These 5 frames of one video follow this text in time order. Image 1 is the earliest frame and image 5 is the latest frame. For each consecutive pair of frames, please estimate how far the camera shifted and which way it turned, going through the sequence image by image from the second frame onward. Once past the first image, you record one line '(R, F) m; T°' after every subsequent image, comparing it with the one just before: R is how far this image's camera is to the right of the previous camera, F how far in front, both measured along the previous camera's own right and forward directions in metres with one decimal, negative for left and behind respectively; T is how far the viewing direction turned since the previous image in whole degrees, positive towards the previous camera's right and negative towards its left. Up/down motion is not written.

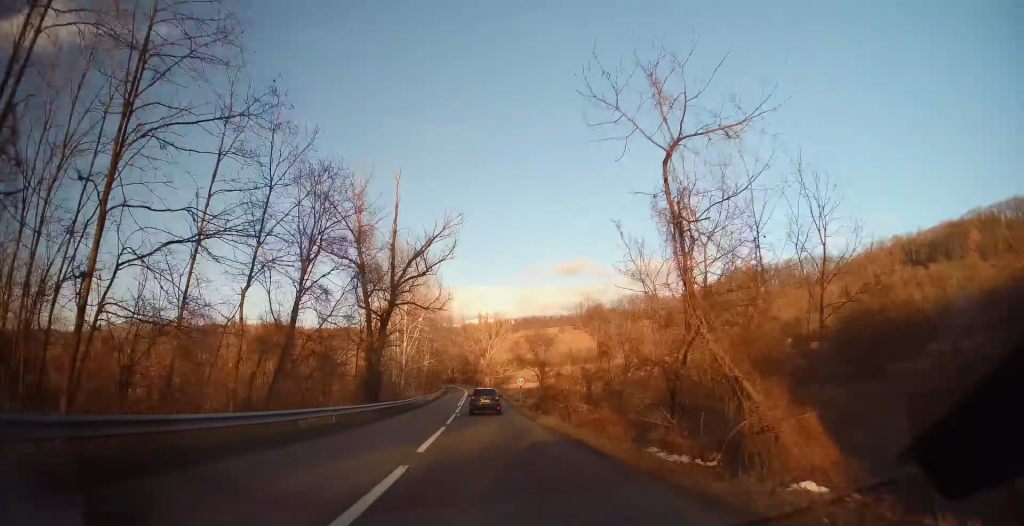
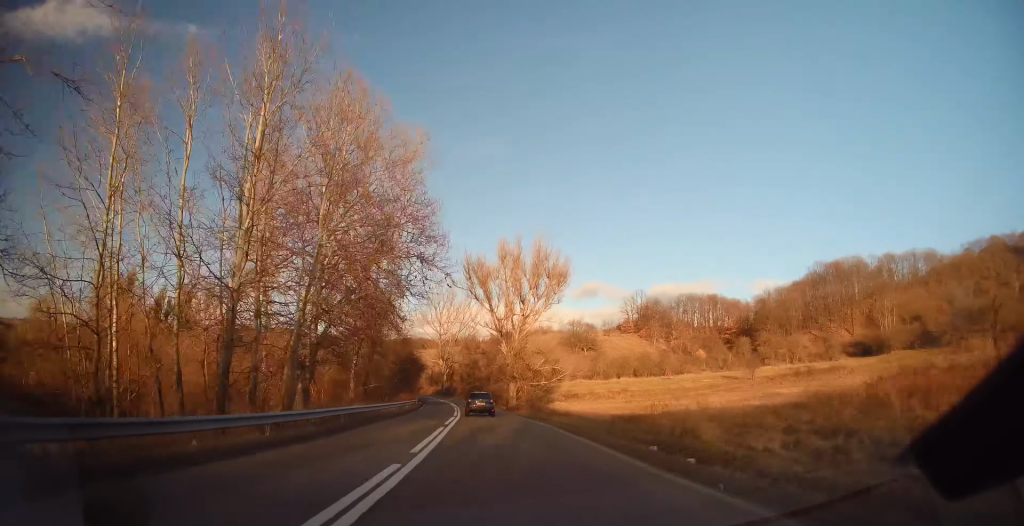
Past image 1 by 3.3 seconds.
(-1.4, +71.0) m; -2°
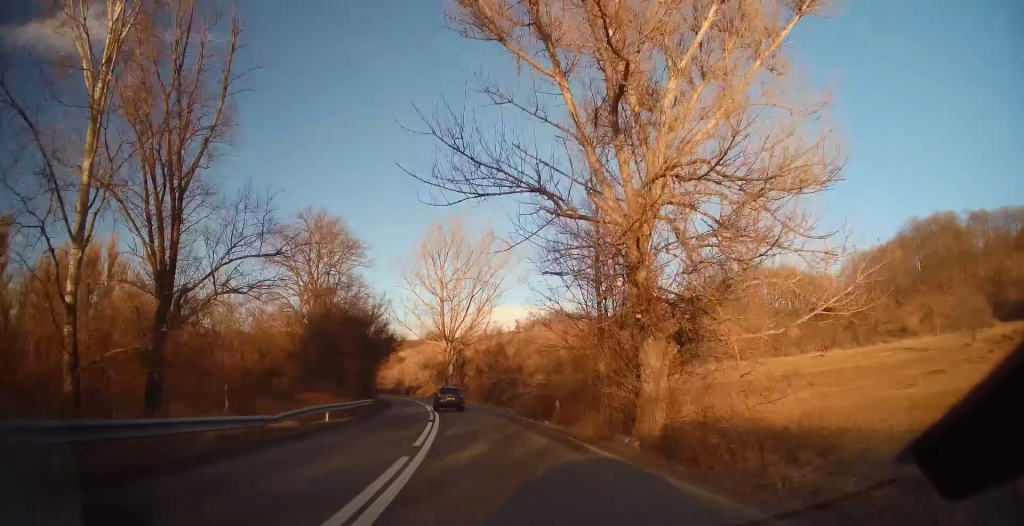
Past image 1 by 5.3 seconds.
(-1.4, +44.3) m; -5°
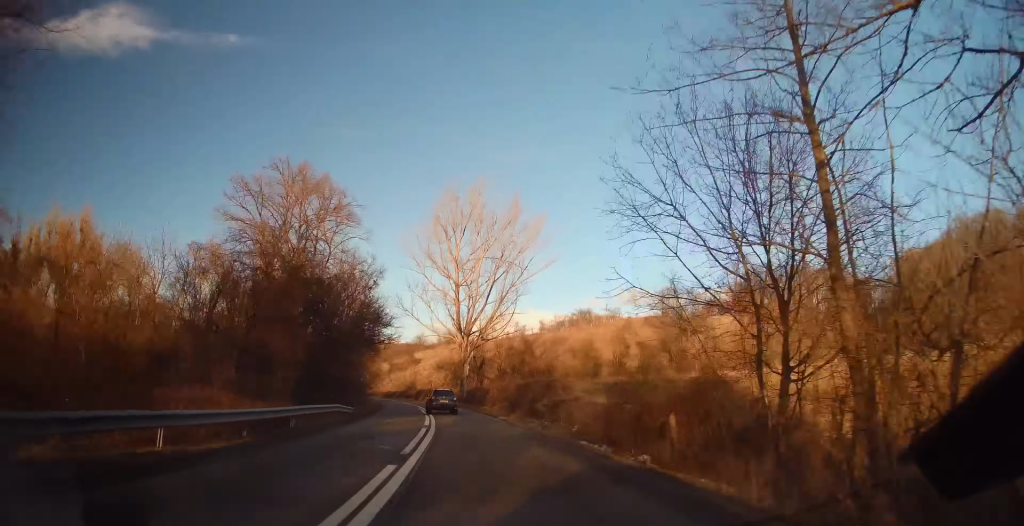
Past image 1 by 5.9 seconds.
(-0.1, +13.2) m; -2°
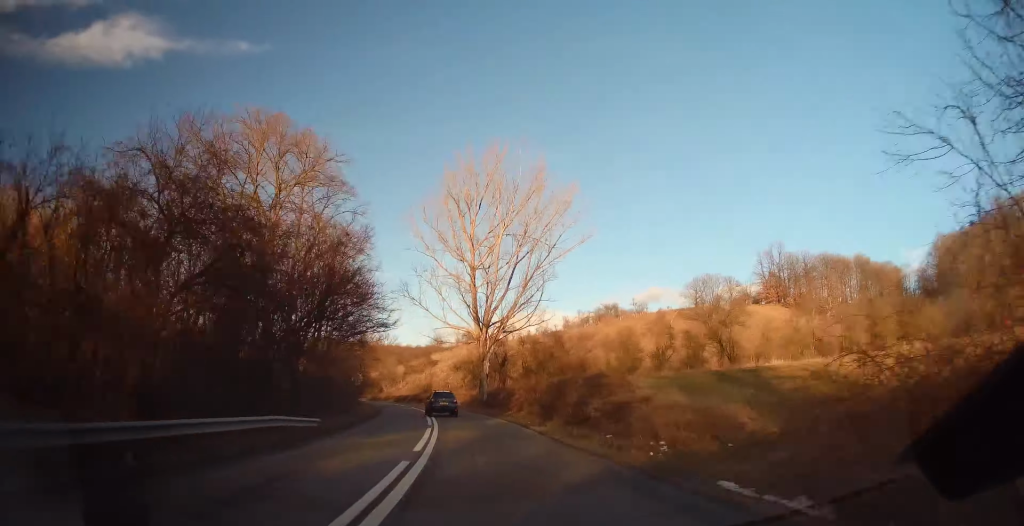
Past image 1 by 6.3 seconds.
(-0.2, +9.5) m; -2°
